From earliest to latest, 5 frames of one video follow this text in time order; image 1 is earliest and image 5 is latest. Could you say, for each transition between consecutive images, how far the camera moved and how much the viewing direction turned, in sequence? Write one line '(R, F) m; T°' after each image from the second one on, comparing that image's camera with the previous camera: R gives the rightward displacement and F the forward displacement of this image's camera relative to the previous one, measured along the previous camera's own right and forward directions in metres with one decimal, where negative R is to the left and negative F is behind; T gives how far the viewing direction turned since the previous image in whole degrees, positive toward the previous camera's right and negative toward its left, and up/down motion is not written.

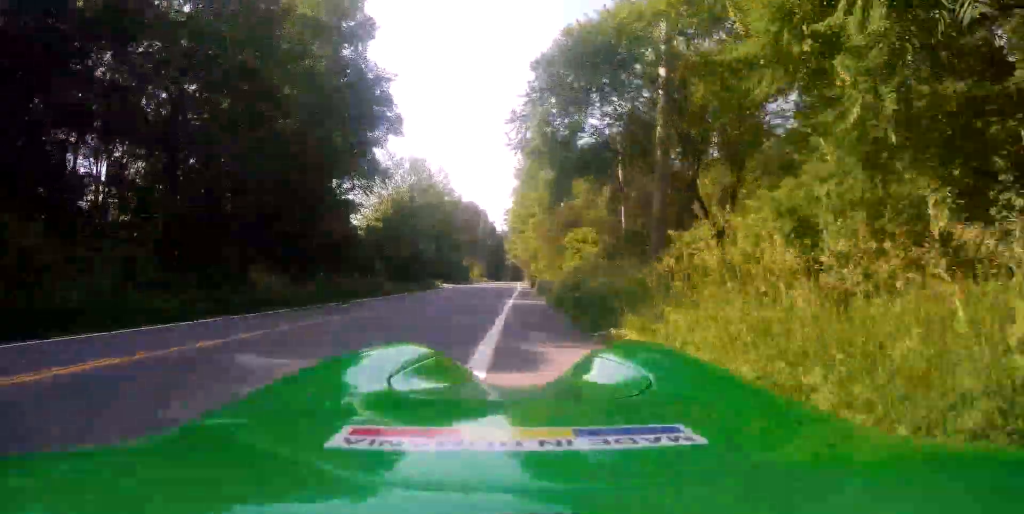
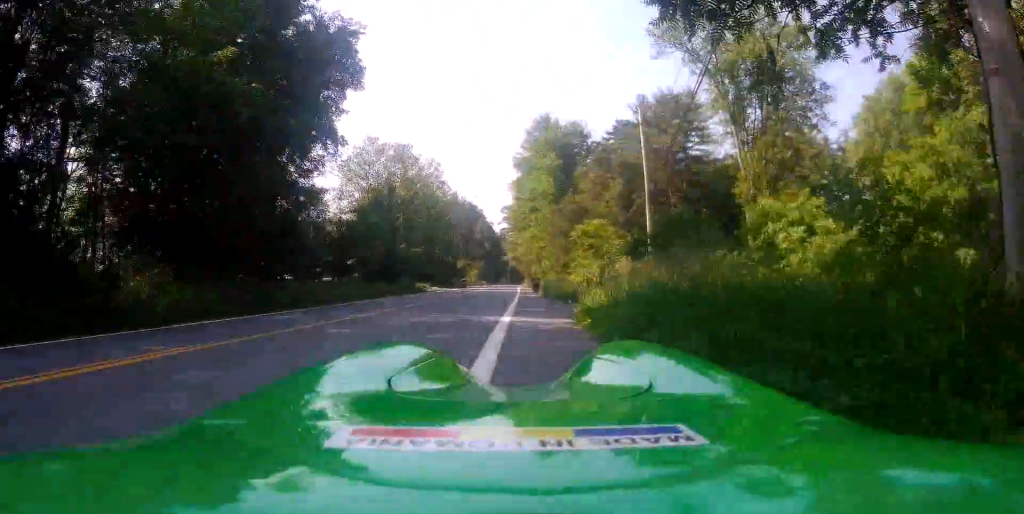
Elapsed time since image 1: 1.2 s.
(+0.1, +9.2) m; +1°
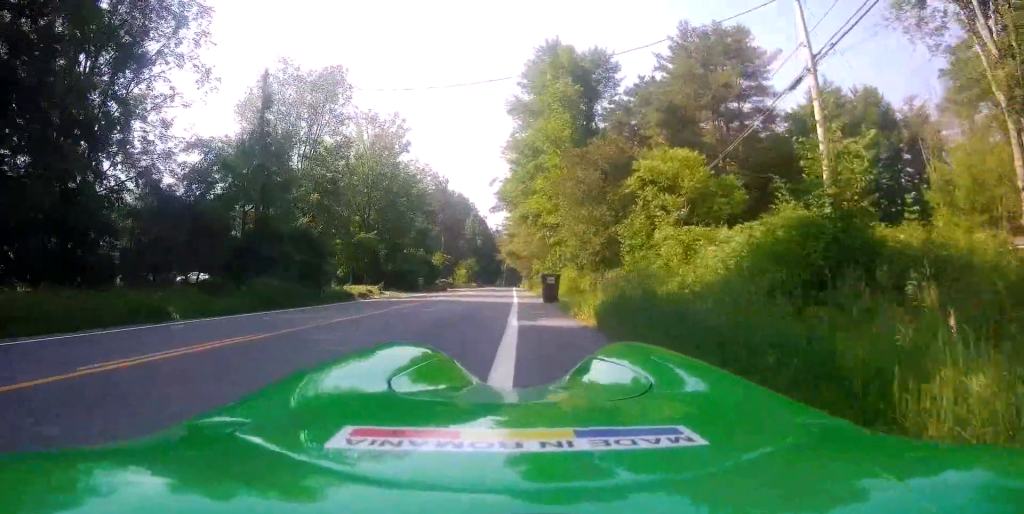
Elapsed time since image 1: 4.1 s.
(-0.8, +23.7) m; -6°
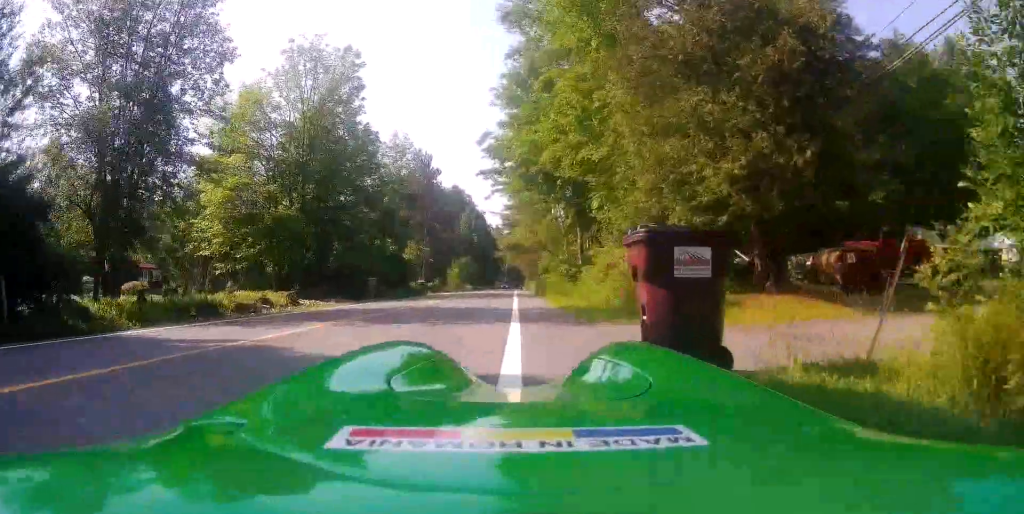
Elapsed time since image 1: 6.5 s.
(+0.1, +19.0) m; +5°
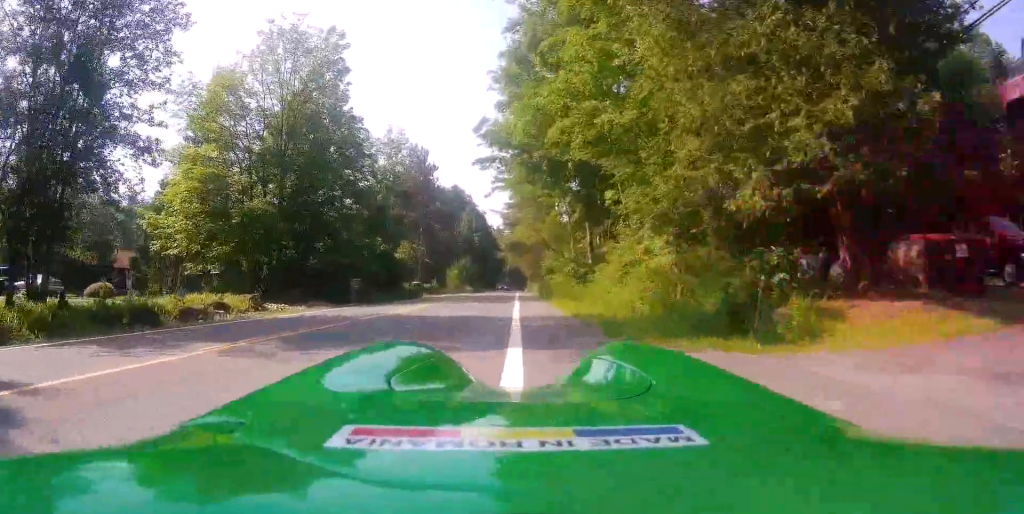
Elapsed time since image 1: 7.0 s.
(+0.1, +4.6) m; +2°
